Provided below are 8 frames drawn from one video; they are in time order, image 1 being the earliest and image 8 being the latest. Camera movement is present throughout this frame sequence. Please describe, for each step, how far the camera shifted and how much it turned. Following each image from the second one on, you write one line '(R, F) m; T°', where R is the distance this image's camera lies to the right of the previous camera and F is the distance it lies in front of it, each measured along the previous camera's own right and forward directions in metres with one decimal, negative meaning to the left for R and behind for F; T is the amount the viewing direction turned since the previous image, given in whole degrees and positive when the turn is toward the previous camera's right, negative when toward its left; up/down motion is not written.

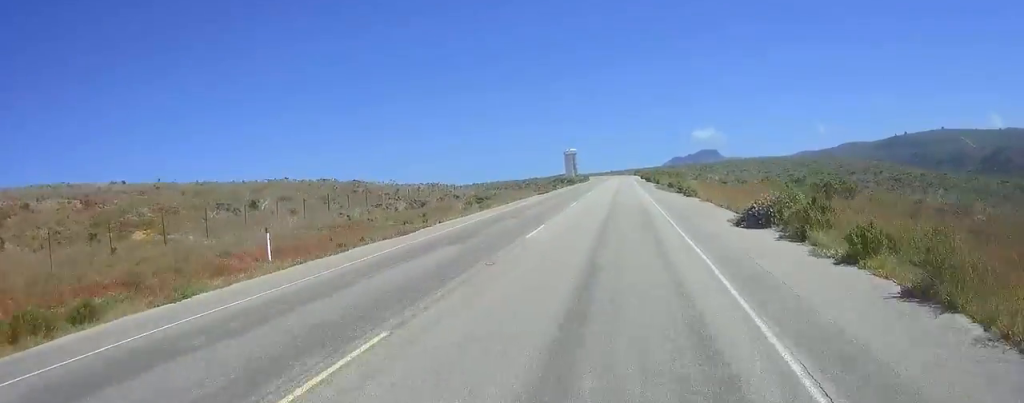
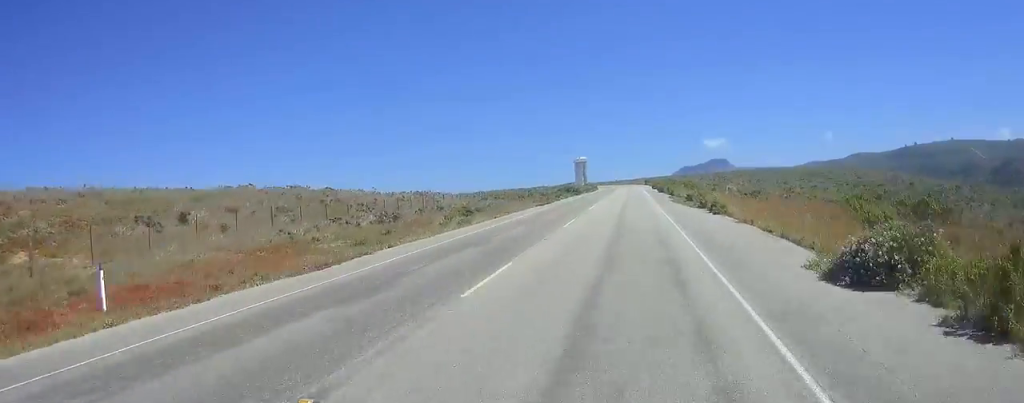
(0.0, +7.6) m; 0°
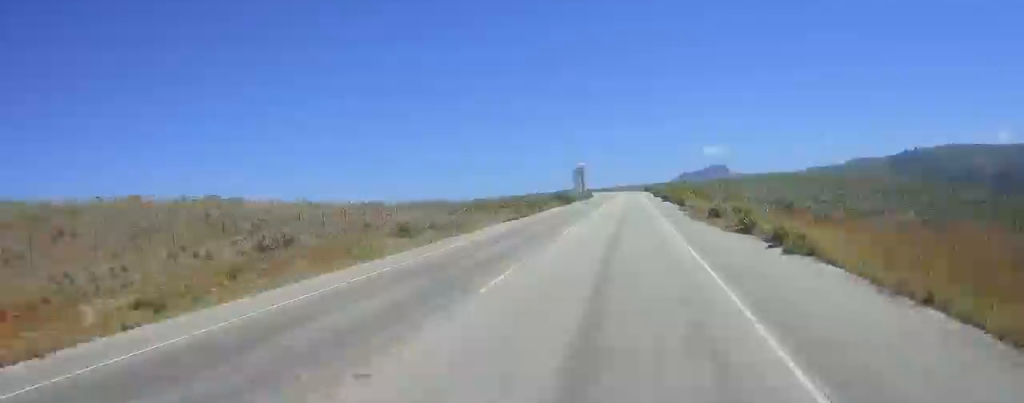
(0.0, +13.3) m; 0°
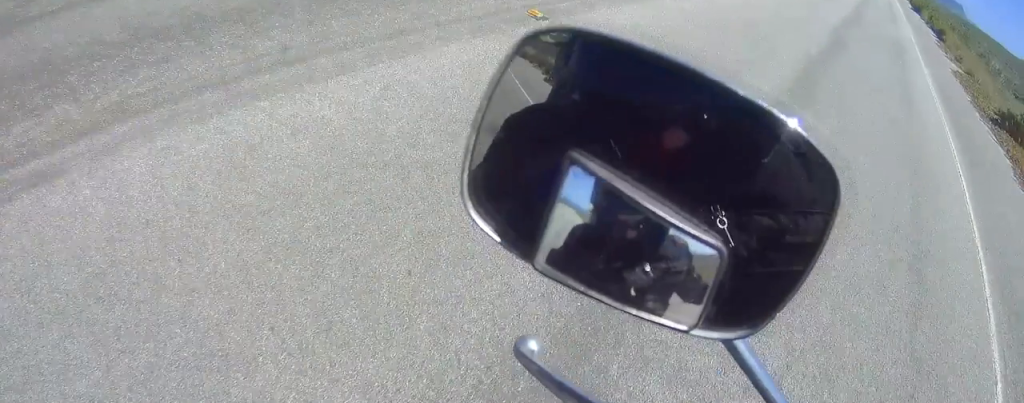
(0.0, +15.6) m; 0°
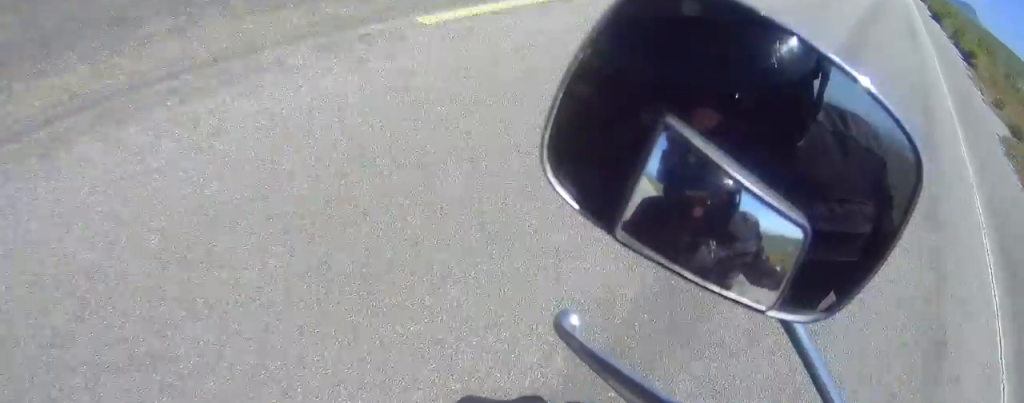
(0.0, +6.9) m; 0°
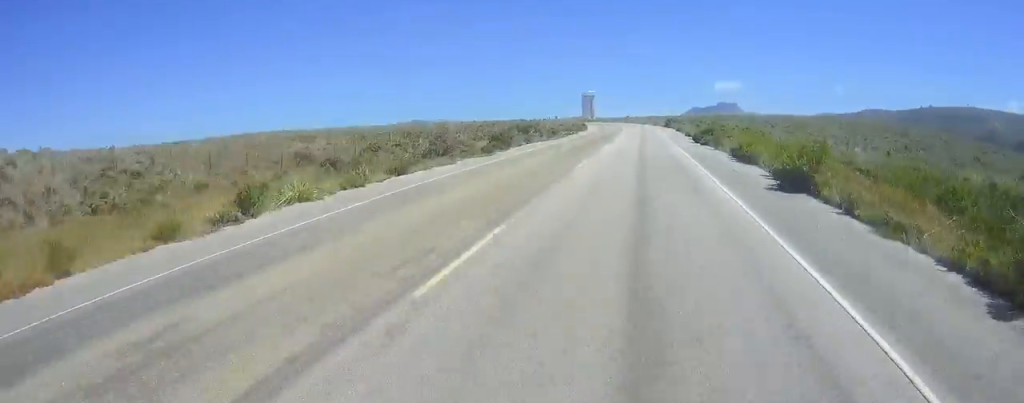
(0.0, +25.9) m; 0°
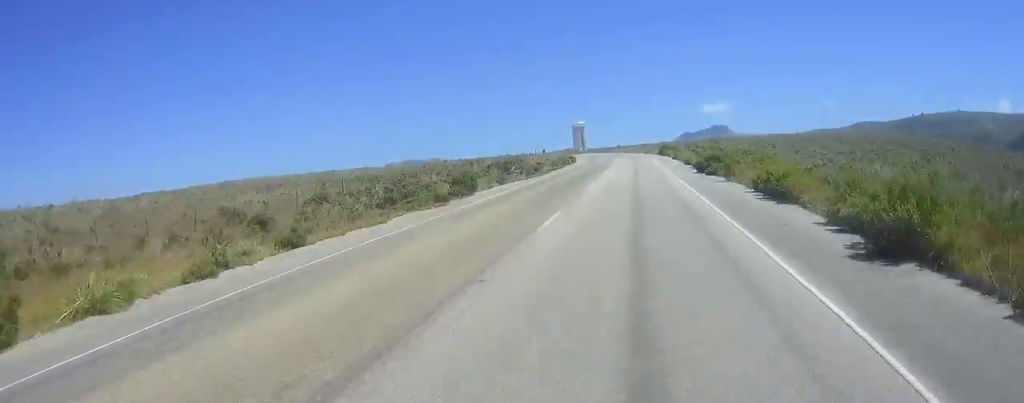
(-0.1, +6.8) m; 0°
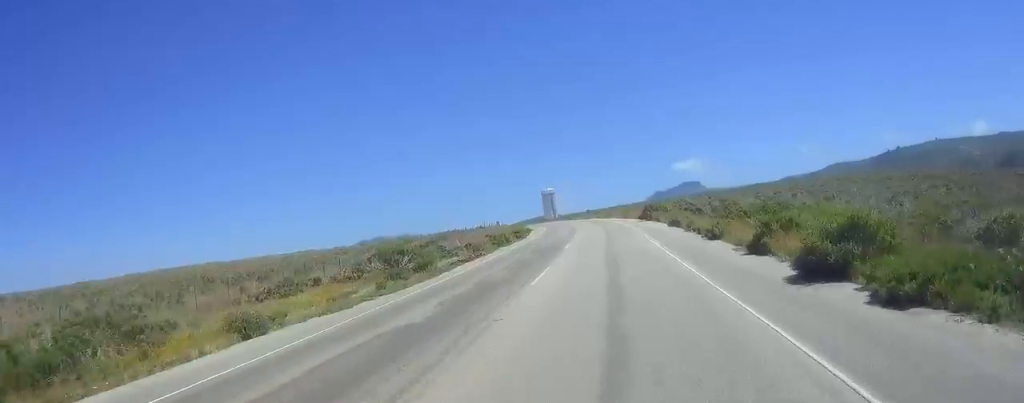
(+0.3, +24.9) m; +1°
